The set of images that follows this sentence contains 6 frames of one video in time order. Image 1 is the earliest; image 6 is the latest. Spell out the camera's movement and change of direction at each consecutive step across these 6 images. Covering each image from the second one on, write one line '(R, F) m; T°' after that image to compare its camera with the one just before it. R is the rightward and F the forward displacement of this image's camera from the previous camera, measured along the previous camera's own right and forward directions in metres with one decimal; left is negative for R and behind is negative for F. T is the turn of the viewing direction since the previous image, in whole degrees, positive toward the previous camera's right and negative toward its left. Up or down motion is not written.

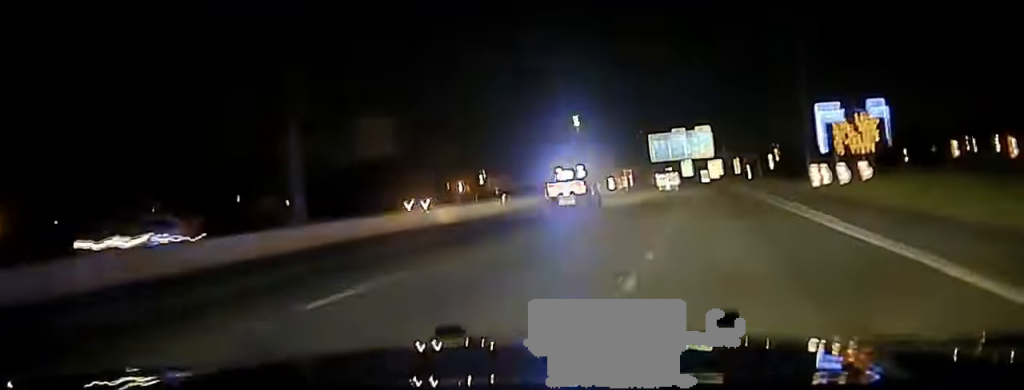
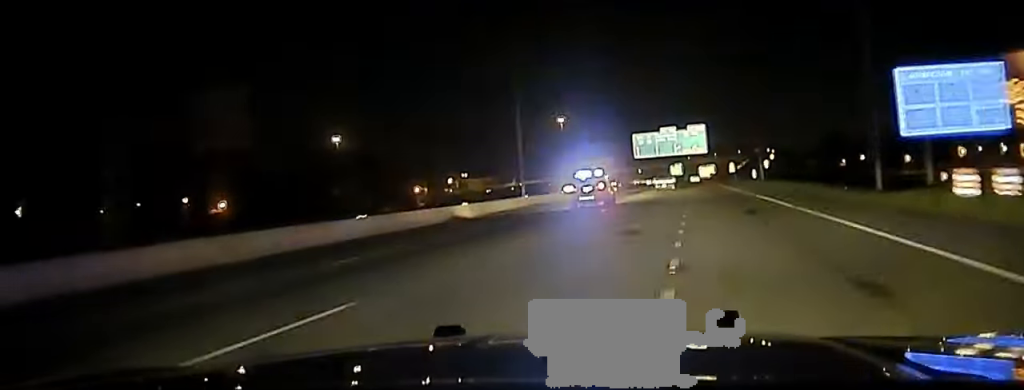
(+0.1, +26.8) m; +1°
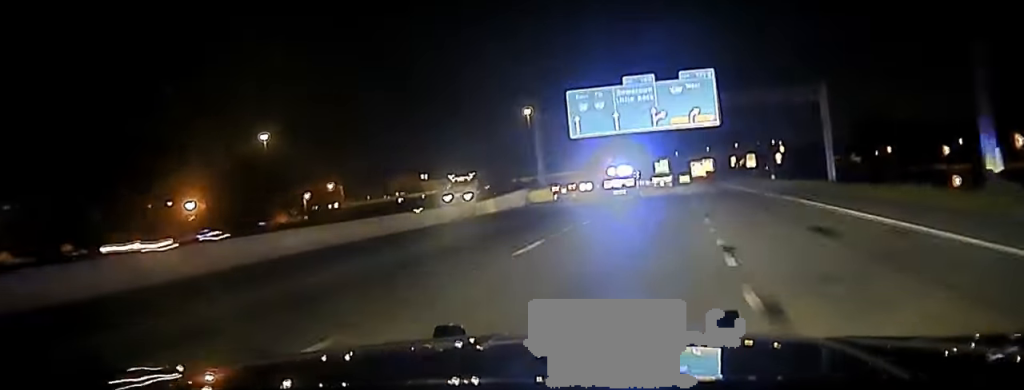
(+0.5, +82.5) m; 0°
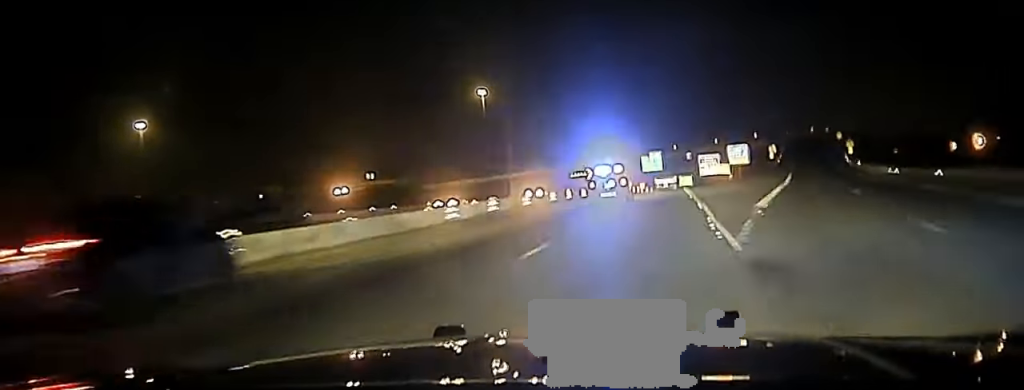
(+0.4, +115.4) m; 0°
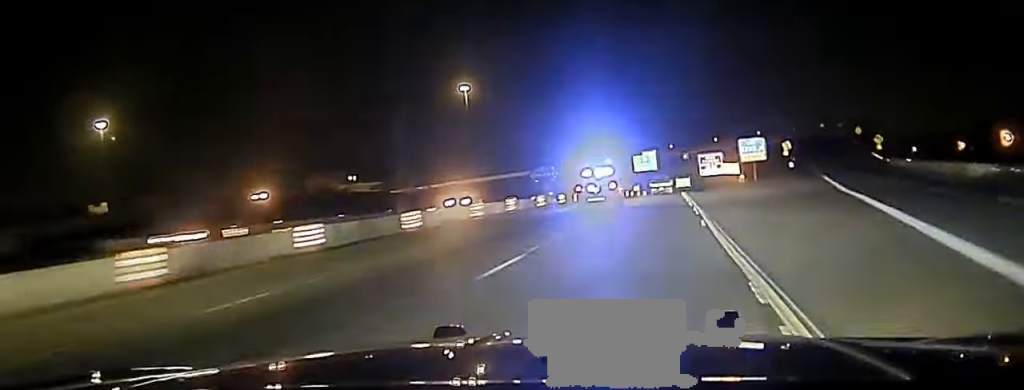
(0.0, +24.6) m; 0°
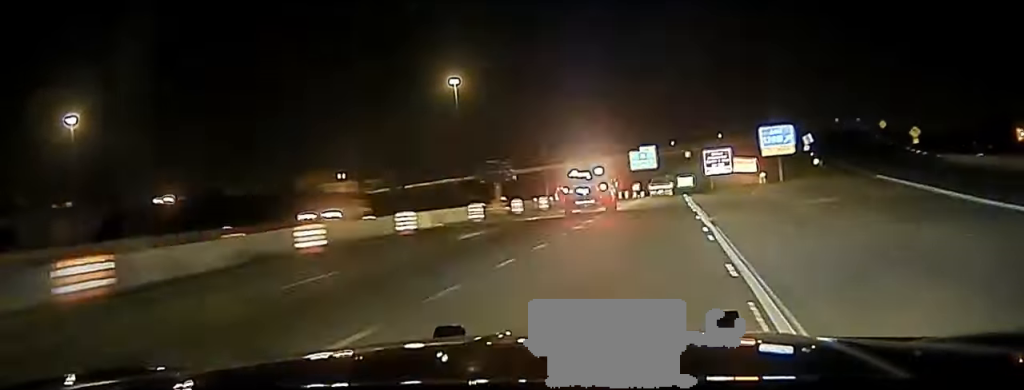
(0.0, +19.5) m; 0°
